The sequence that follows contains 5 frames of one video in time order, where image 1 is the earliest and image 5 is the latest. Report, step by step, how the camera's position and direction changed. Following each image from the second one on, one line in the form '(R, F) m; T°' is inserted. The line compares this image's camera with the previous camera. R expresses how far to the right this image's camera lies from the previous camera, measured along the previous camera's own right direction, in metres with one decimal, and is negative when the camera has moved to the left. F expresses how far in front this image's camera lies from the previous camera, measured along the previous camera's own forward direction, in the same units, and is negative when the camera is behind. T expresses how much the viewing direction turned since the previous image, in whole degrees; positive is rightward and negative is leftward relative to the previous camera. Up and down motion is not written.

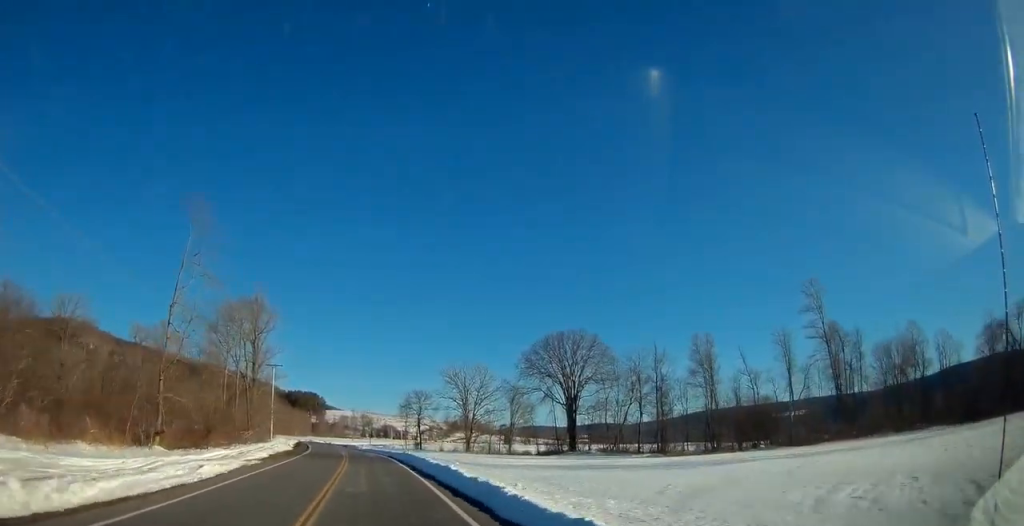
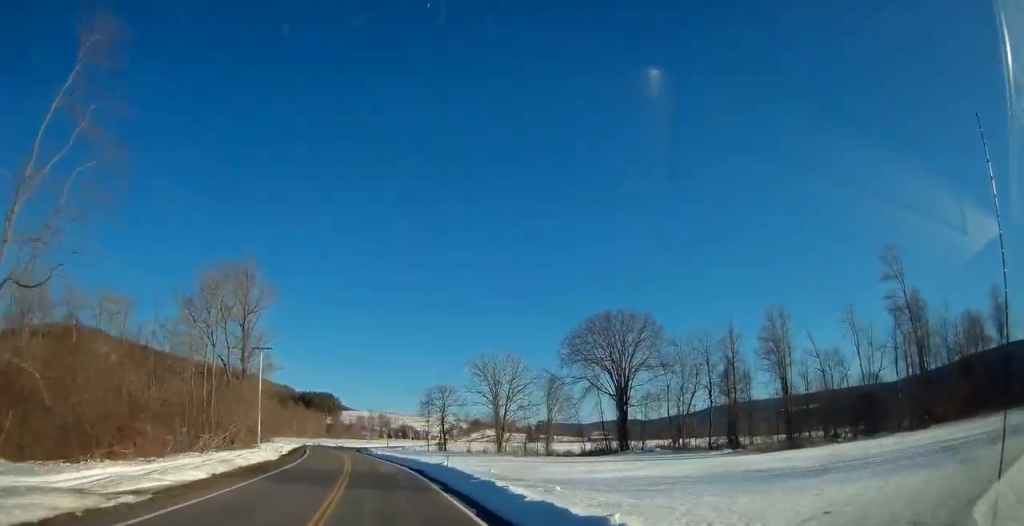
(-0.5, +17.2) m; -1°
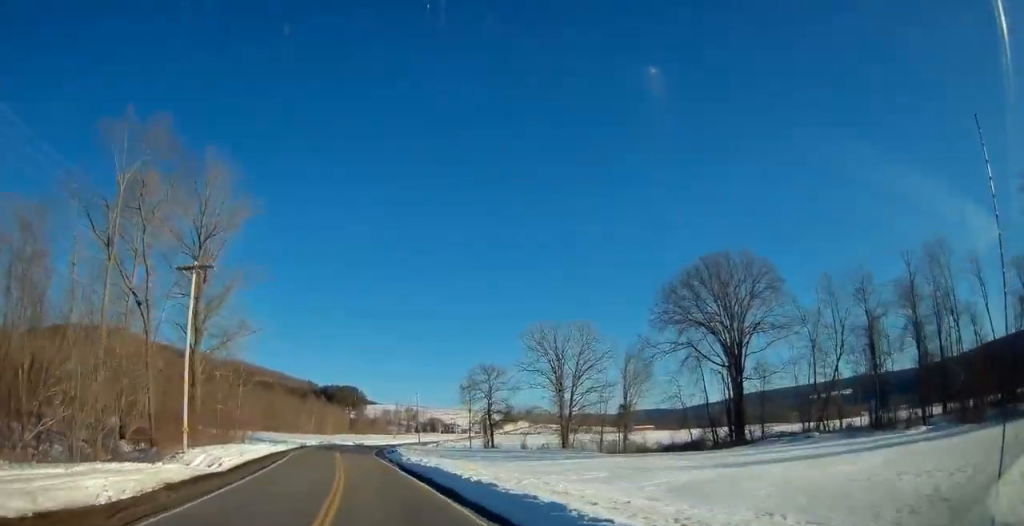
(-0.3, +27.9) m; -1°
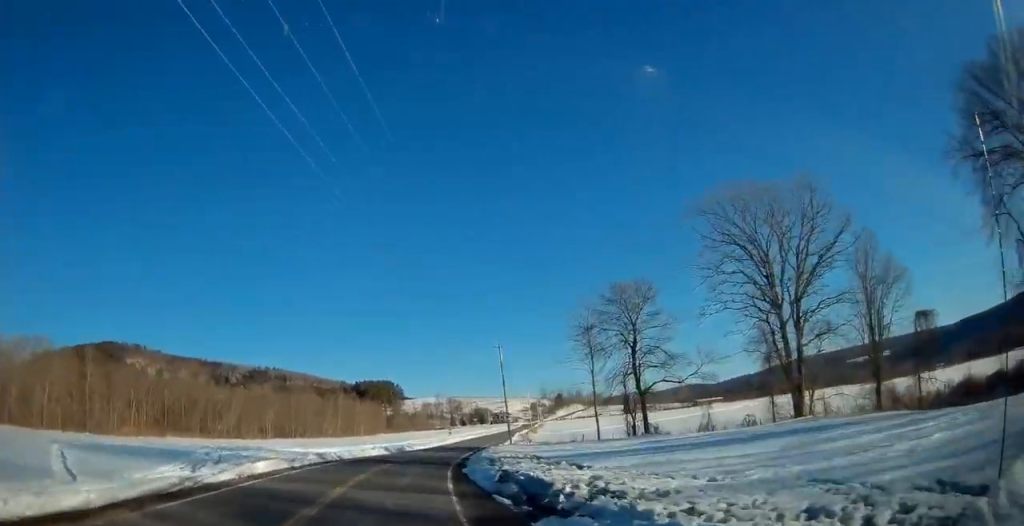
(-1.3, +48.6) m; -3°
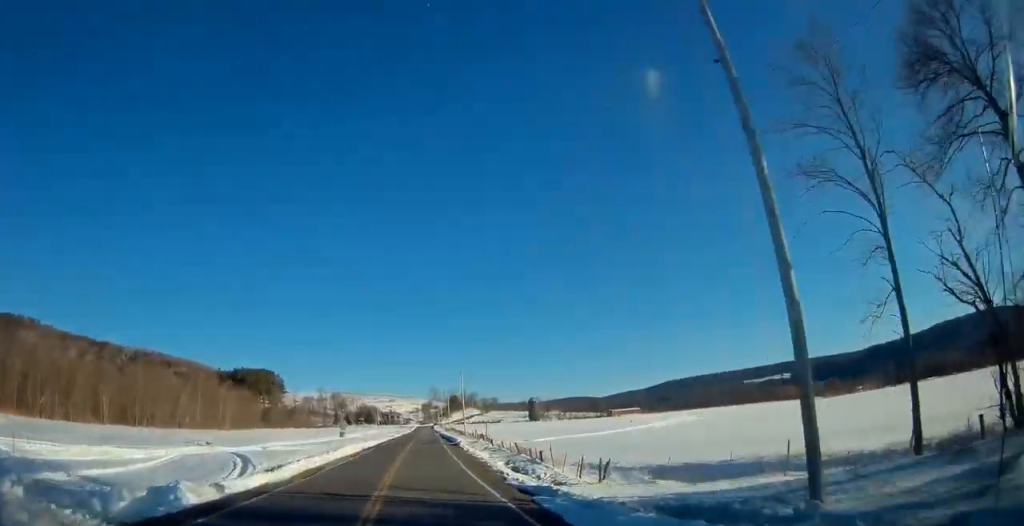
(+2.8, +48.5) m; +9°
